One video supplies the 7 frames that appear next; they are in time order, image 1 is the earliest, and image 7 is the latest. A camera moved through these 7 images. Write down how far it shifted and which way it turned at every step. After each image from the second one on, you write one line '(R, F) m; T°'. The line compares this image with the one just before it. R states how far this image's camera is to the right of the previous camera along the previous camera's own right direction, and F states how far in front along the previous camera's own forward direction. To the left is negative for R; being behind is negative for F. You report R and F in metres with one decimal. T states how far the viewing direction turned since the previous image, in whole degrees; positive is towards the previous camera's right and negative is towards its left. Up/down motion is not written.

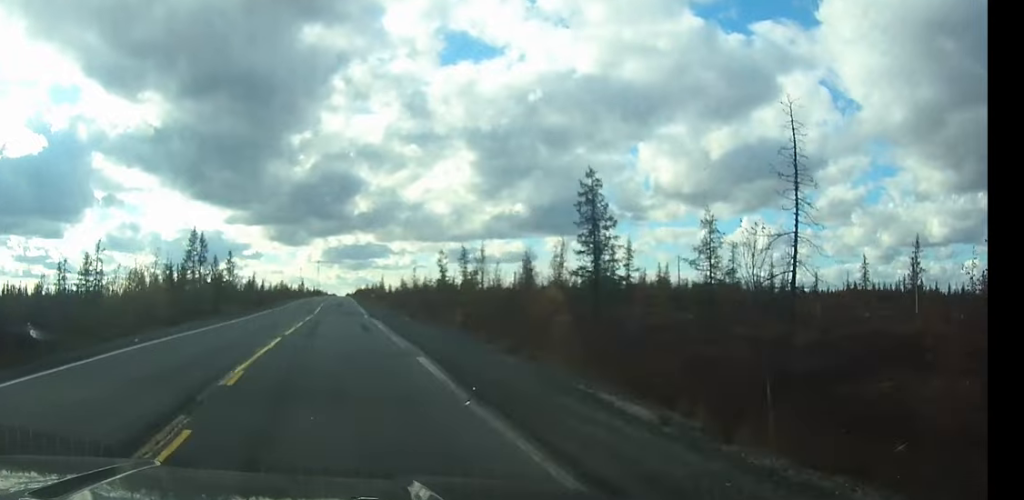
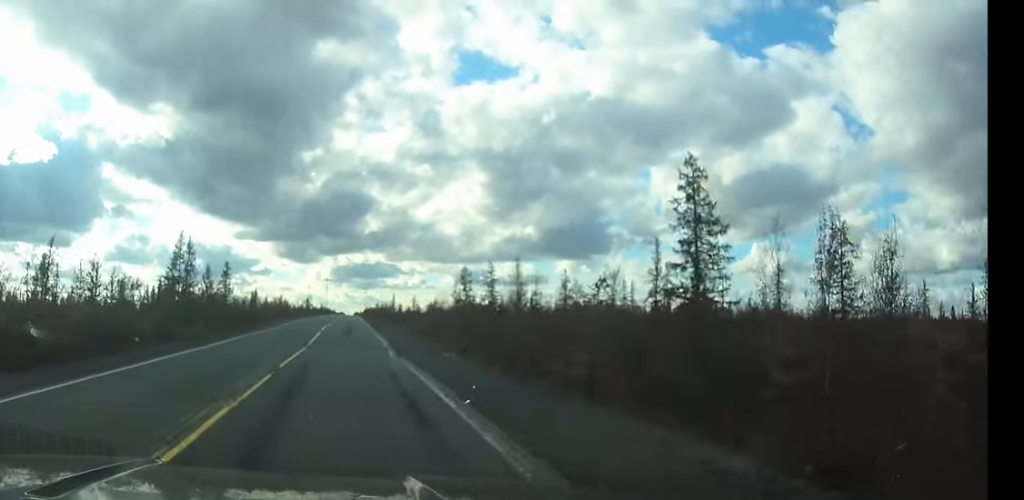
(-0.1, +16.8) m; 0°
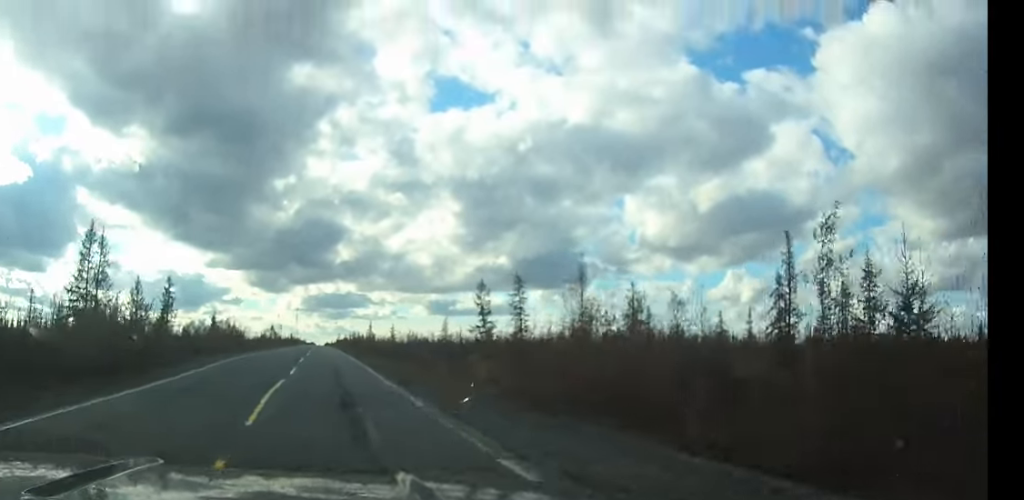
(+0.3, +34.3) m; +1°
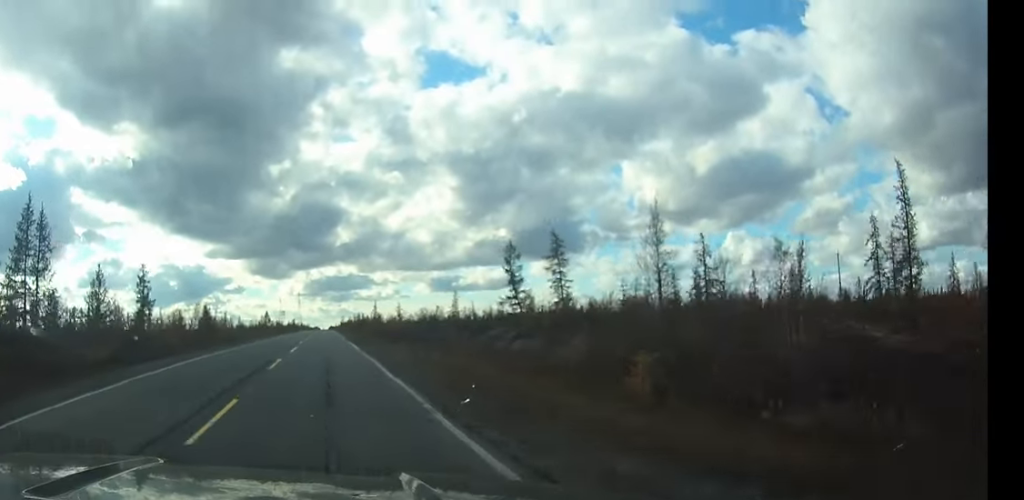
(+0.1, +16.6) m; 0°
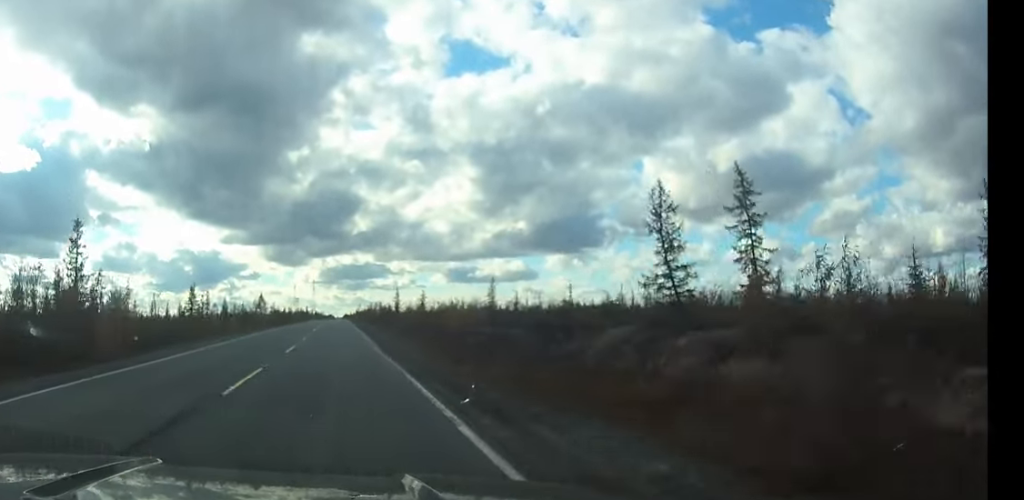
(-0.1, +33.7) m; 0°
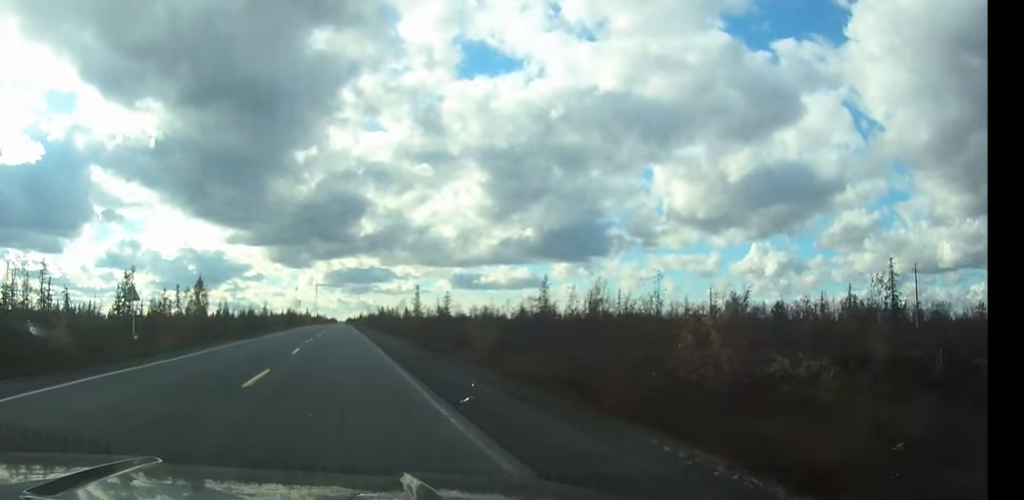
(-0.2, +48.2) m; 0°
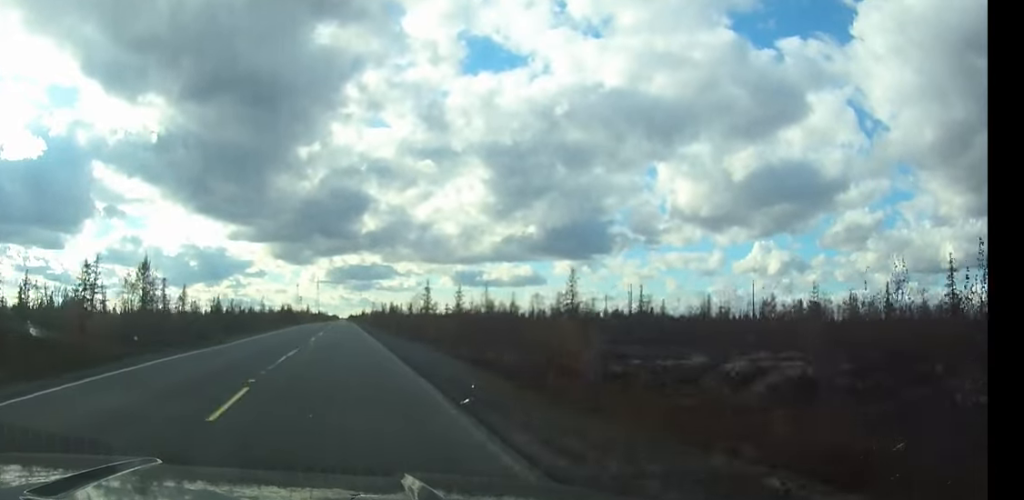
(0.0, +16.2) m; 0°
